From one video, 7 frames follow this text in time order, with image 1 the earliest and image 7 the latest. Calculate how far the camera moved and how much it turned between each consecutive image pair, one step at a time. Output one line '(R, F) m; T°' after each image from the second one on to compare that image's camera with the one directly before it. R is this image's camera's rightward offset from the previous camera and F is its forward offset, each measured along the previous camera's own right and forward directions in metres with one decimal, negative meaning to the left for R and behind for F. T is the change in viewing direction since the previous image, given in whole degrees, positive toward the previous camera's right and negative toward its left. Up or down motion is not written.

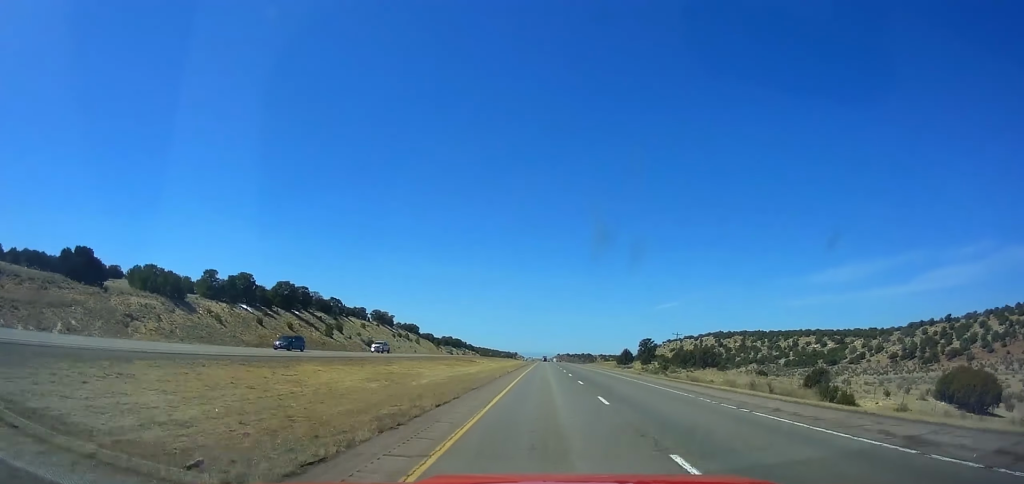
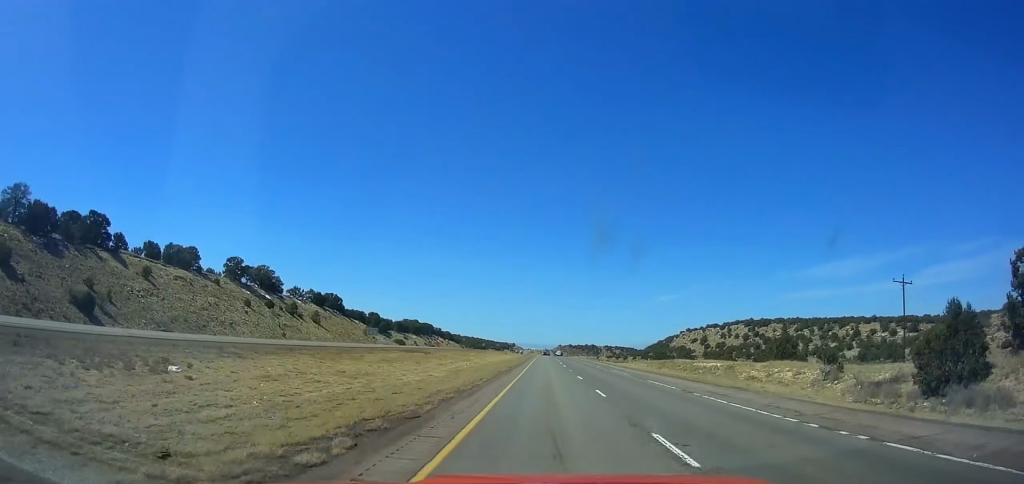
(-0.5, +95.9) m; 0°
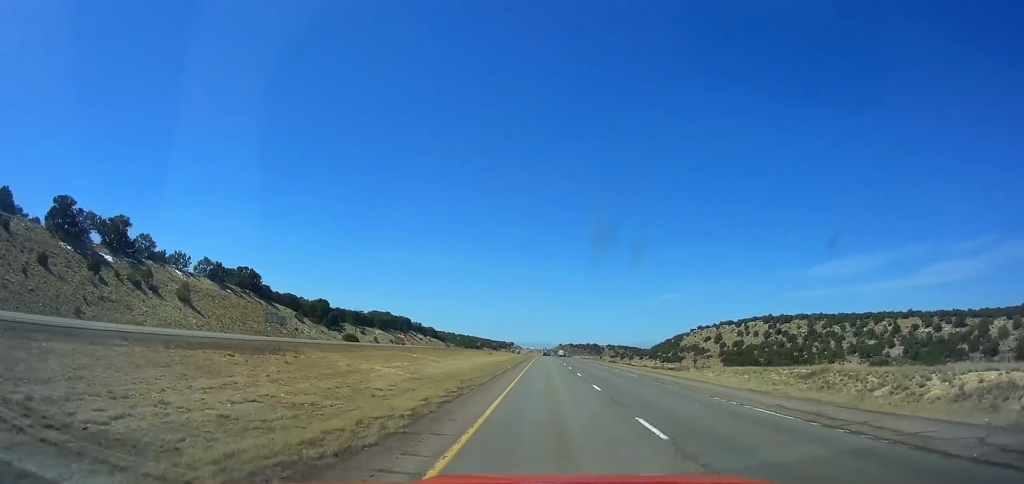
(+0.3, +46.3) m; 0°
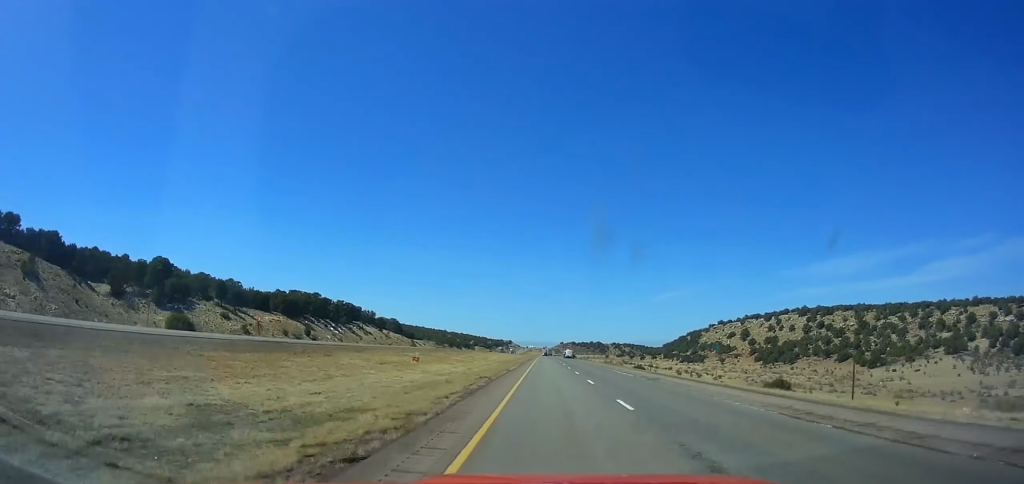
(+0.2, +67.9) m; 0°
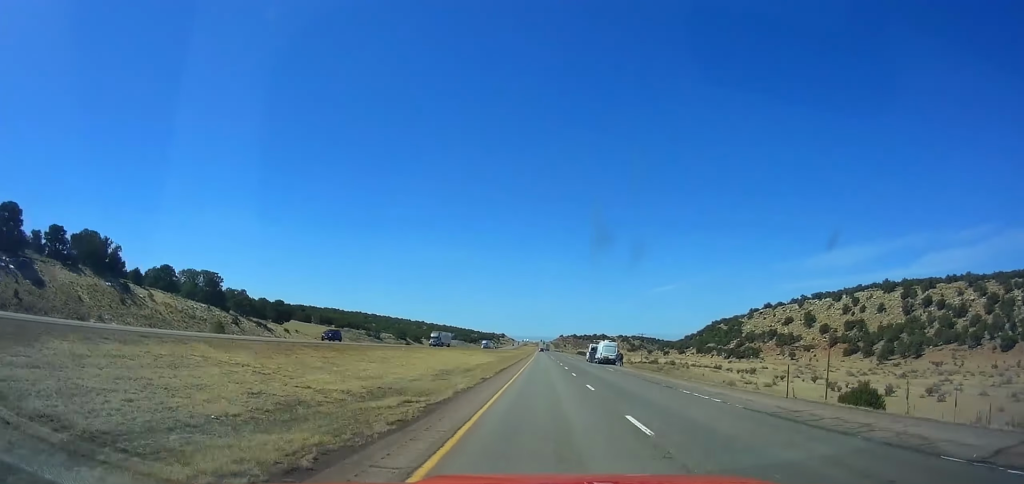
(0.0, +114.4) m; 0°
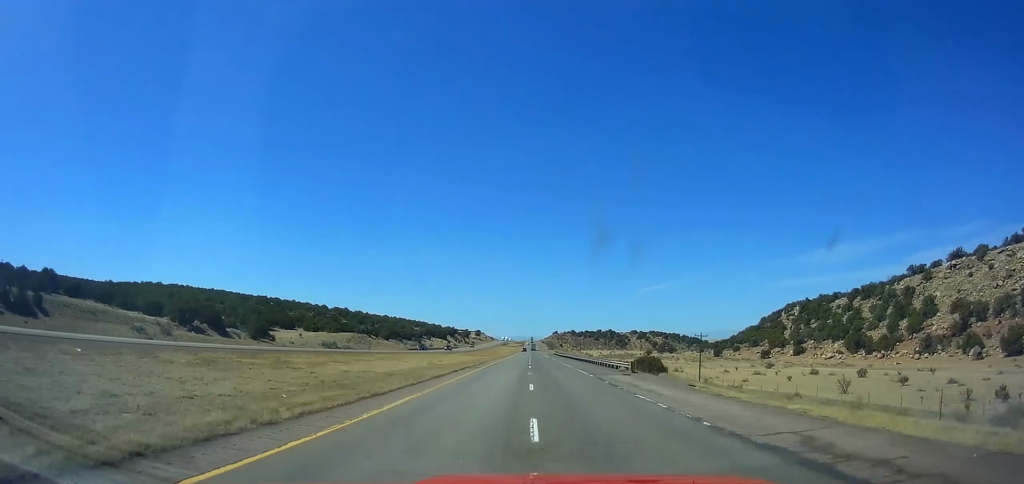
(+0.5, +207.2) m; 0°
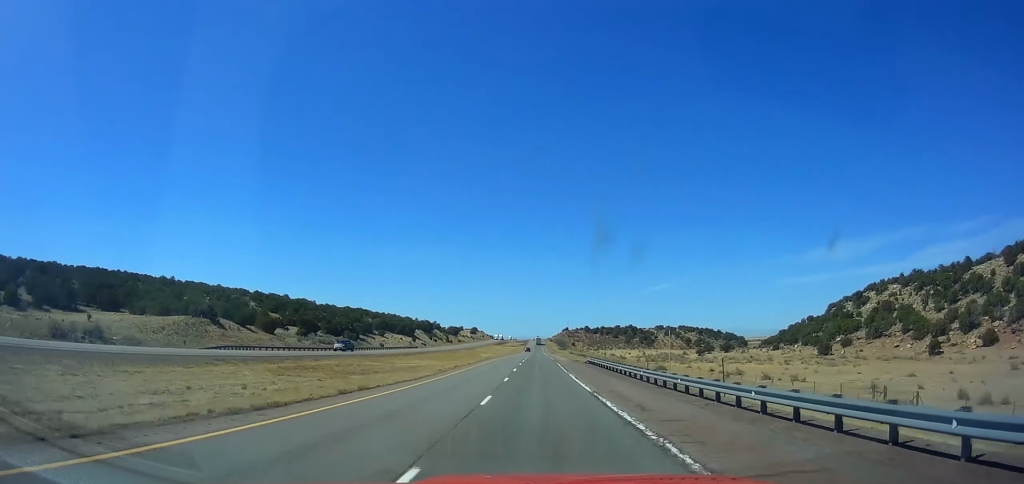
(+0.4, +103.5) m; 0°
